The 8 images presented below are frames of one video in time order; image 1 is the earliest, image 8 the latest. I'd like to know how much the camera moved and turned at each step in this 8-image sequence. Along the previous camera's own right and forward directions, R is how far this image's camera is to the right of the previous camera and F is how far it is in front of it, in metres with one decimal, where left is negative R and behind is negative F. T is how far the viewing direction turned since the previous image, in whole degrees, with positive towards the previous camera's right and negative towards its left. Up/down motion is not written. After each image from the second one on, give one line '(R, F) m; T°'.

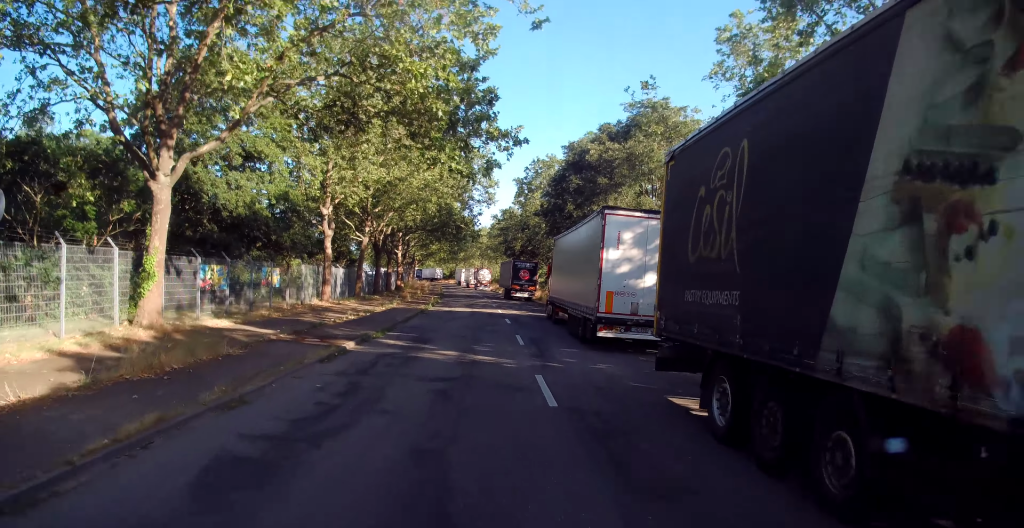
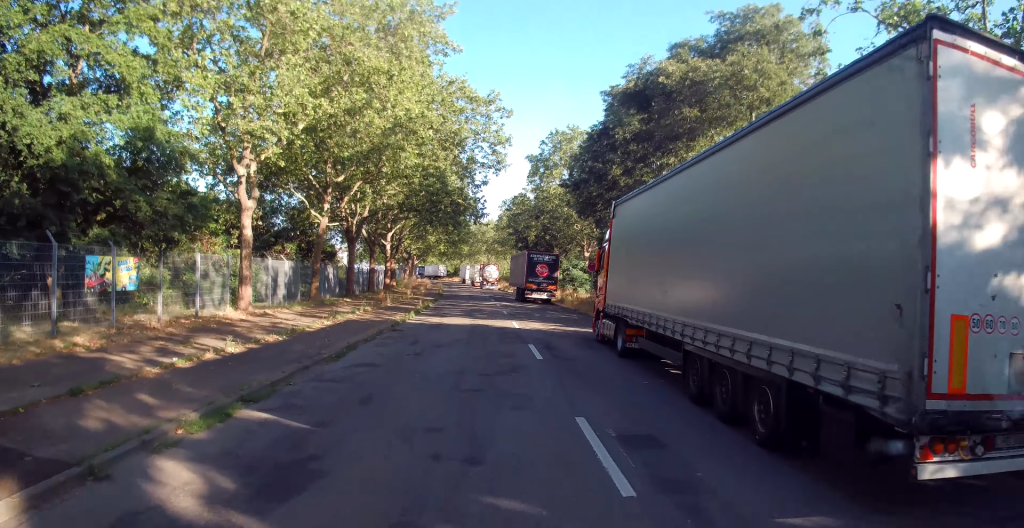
(-0.1, +13.3) m; -2°
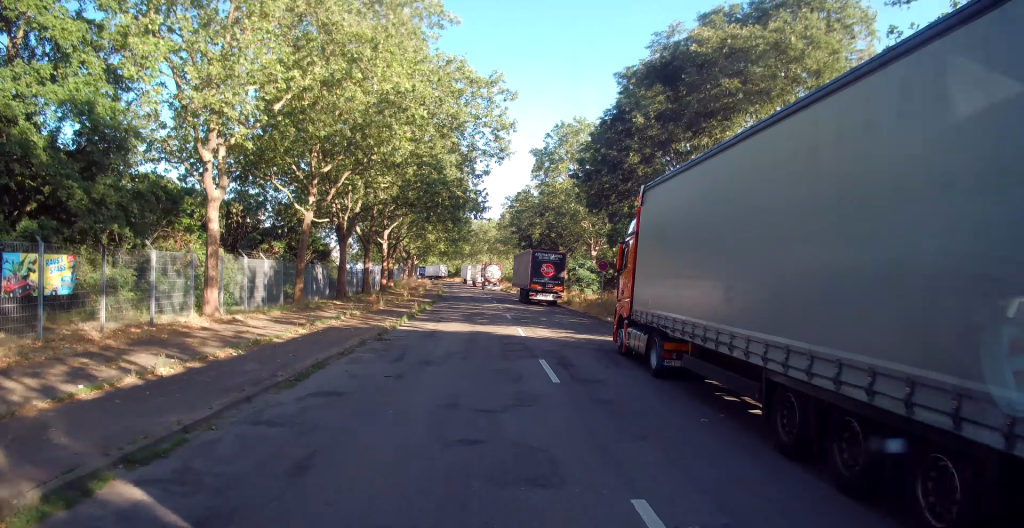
(-0.2, +3.2) m; -1°
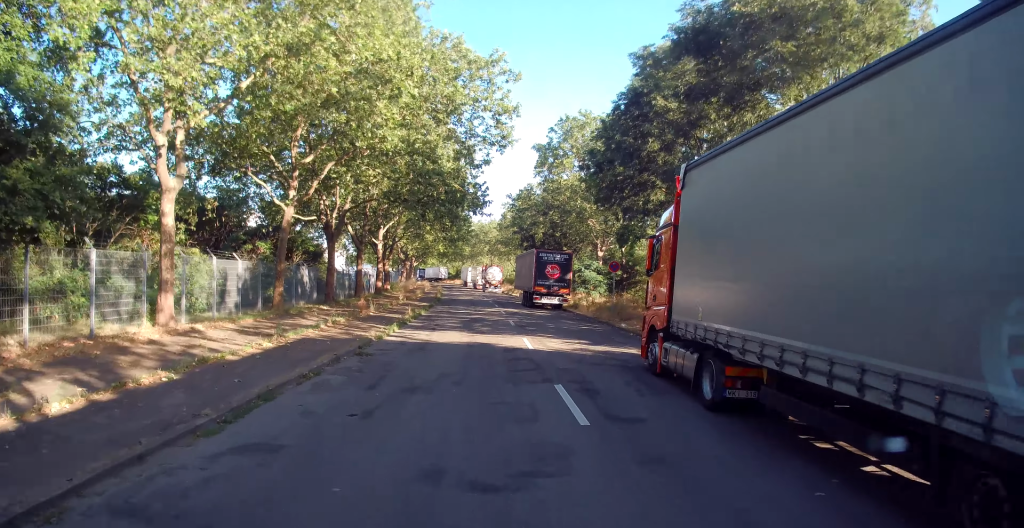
(-0.1, +3.2) m; 0°
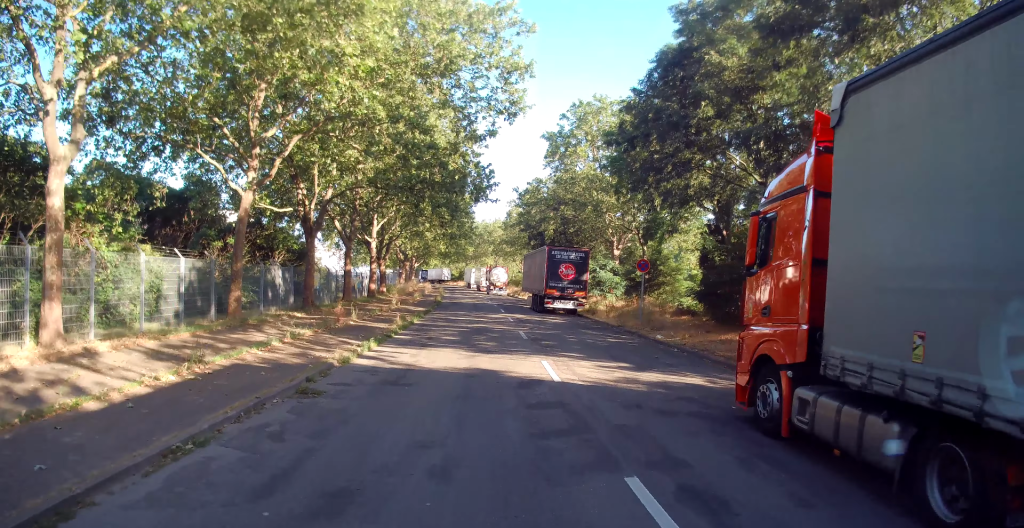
(+0.2, +5.5) m; 0°
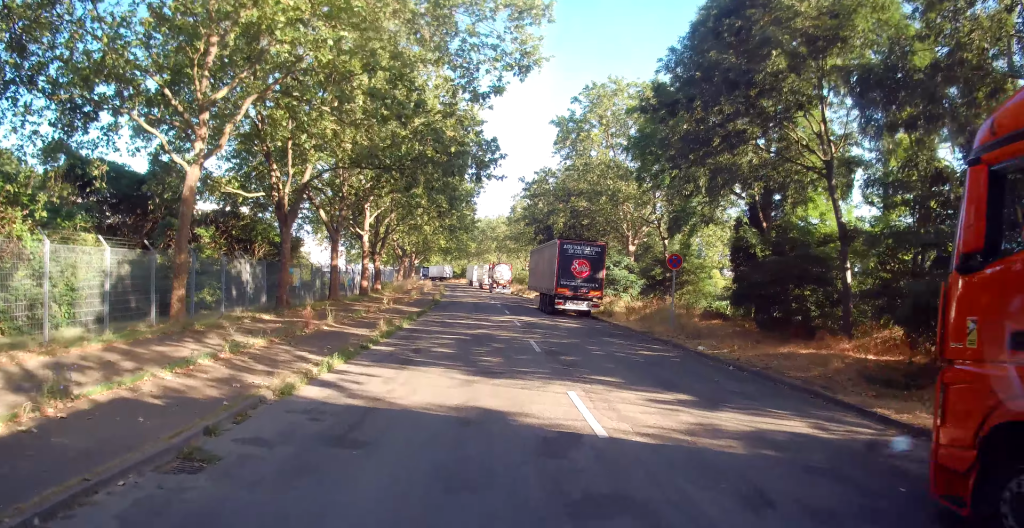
(-0.1, +4.3) m; -1°
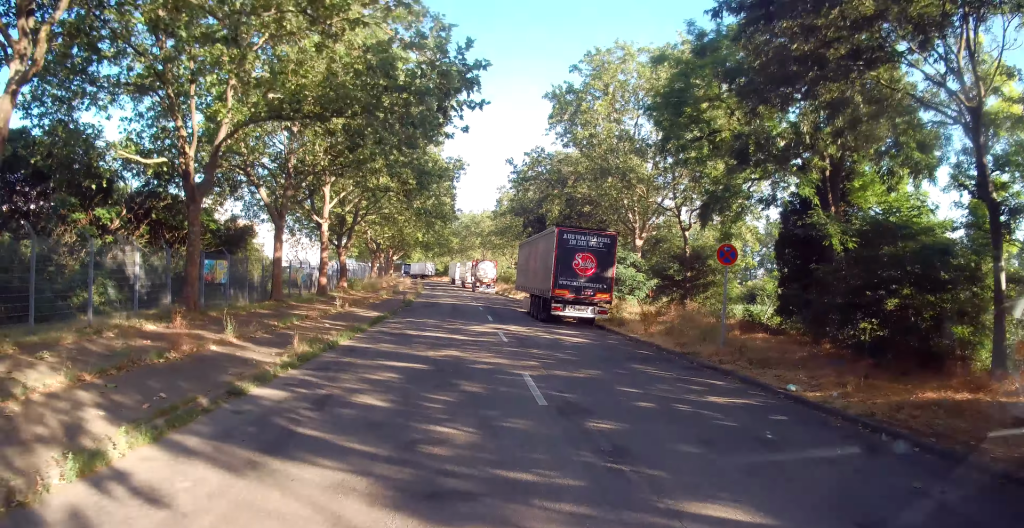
(-0.1, +6.8) m; +2°
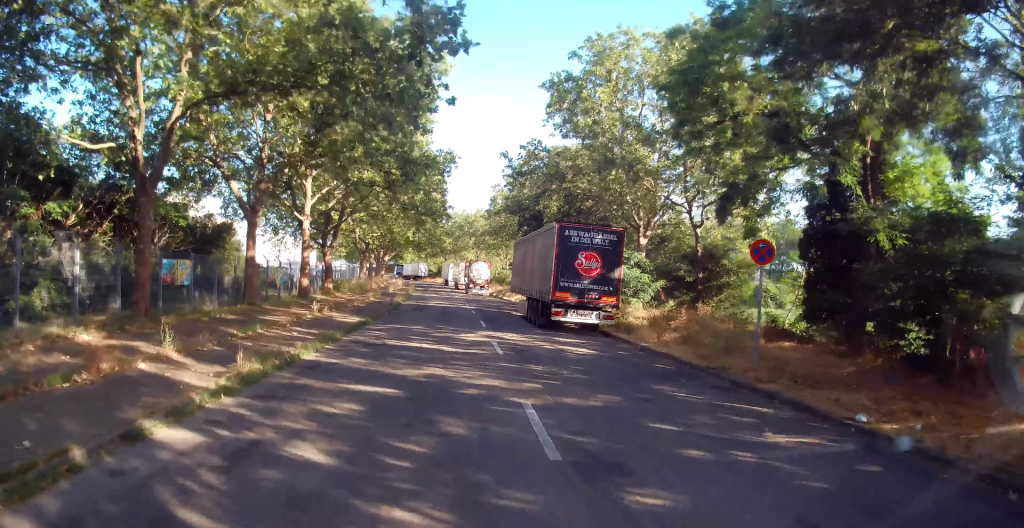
(-0.1, +2.6) m; +2°
